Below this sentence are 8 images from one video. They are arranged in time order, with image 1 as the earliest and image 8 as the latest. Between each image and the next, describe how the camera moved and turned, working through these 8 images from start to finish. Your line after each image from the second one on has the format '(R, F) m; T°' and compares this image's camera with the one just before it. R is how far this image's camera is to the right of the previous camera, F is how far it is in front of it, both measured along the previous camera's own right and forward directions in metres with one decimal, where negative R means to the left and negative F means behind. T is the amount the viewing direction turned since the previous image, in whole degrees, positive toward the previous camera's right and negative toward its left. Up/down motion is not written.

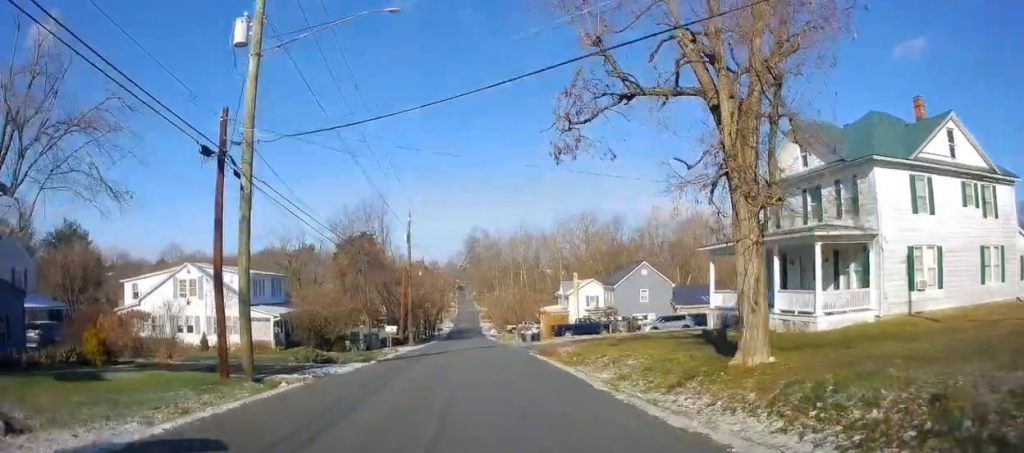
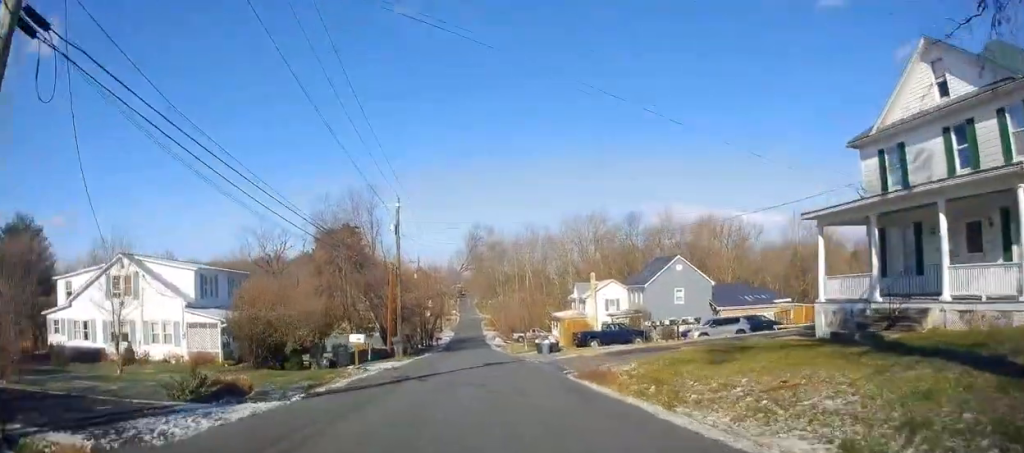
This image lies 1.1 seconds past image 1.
(+0.4, +9.8) m; +4°
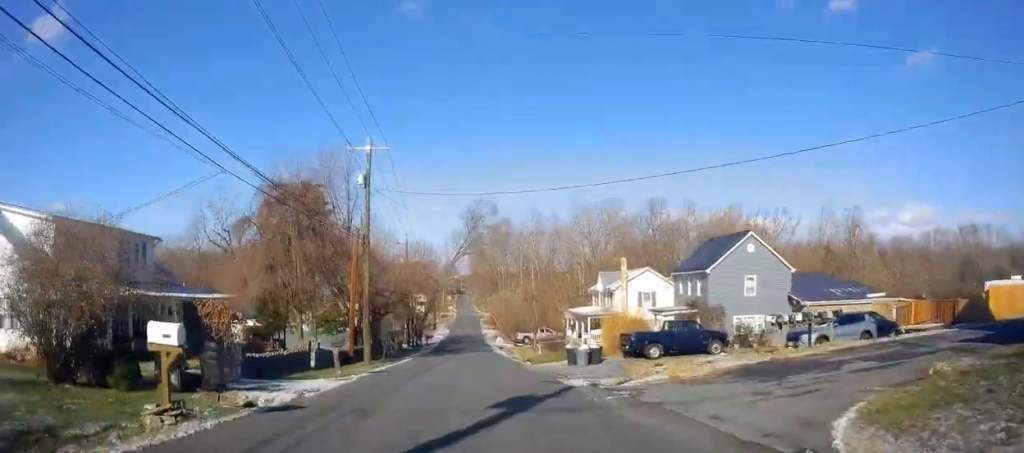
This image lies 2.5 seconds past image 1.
(+0.4, +14.0) m; -1°
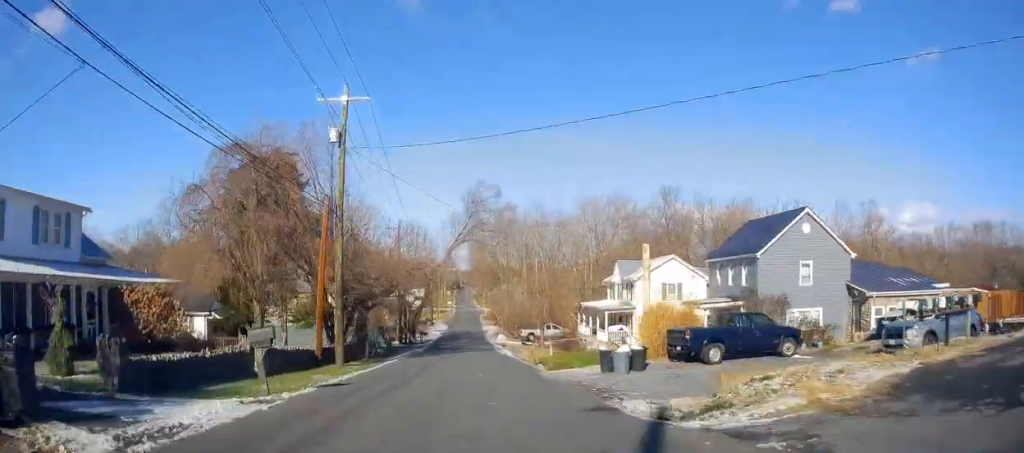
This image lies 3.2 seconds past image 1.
(-0.2, +6.9) m; -2°
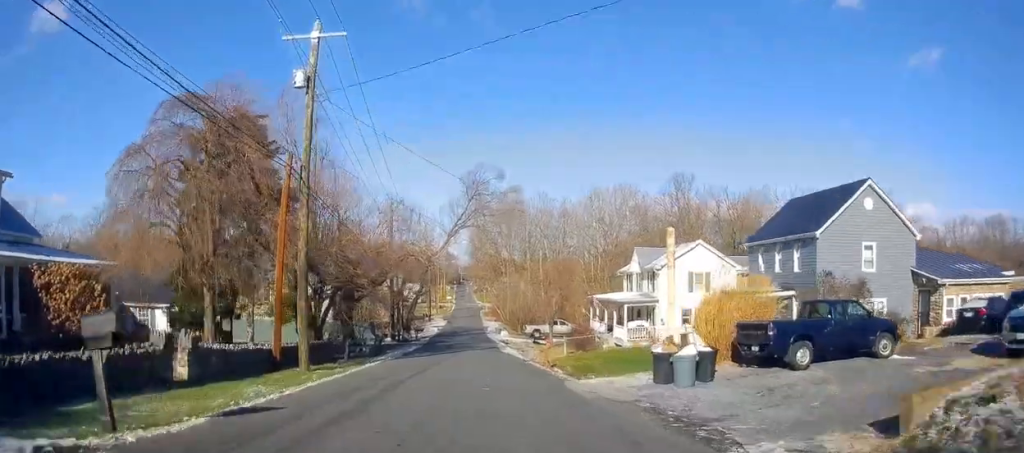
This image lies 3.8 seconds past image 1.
(-0.3, +5.6) m; -1°
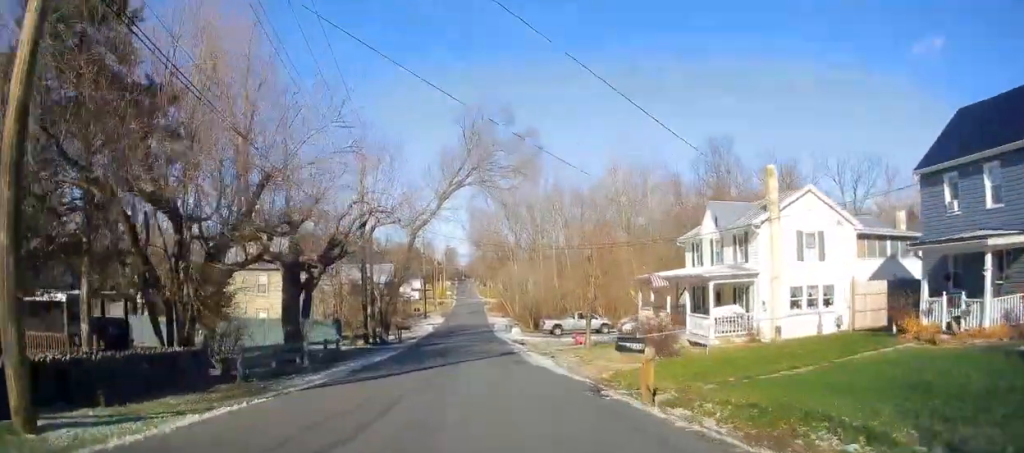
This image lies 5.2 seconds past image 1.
(+0.4, +13.7) m; +2°
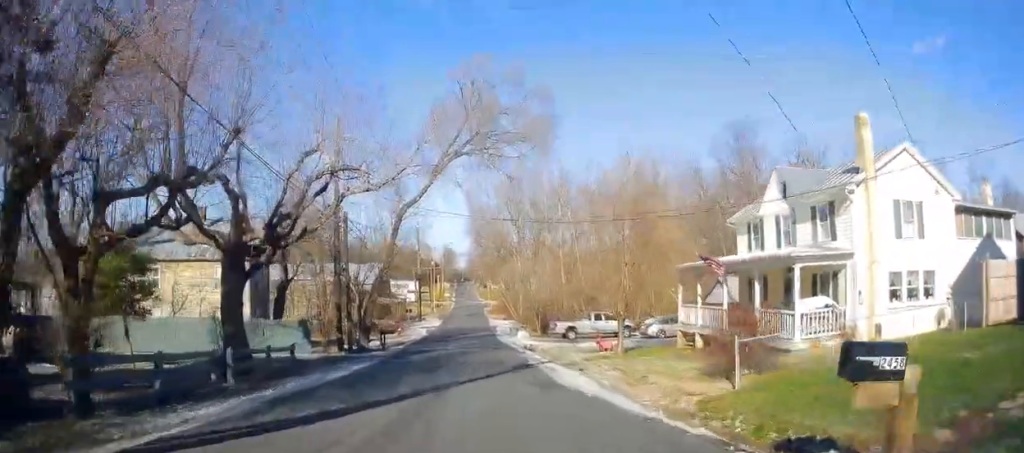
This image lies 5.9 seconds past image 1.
(-0.1, +7.1) m; +1°
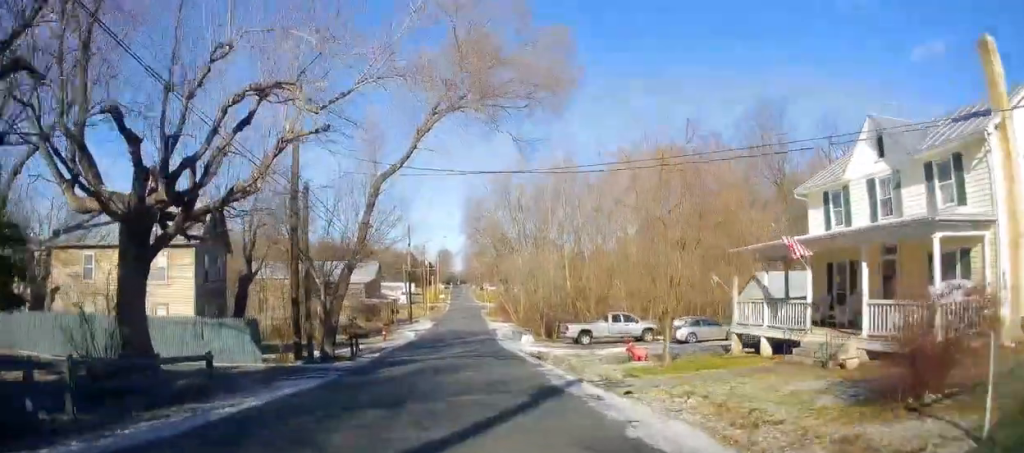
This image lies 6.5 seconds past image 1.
(+0.2, +6.7) m; 0°
